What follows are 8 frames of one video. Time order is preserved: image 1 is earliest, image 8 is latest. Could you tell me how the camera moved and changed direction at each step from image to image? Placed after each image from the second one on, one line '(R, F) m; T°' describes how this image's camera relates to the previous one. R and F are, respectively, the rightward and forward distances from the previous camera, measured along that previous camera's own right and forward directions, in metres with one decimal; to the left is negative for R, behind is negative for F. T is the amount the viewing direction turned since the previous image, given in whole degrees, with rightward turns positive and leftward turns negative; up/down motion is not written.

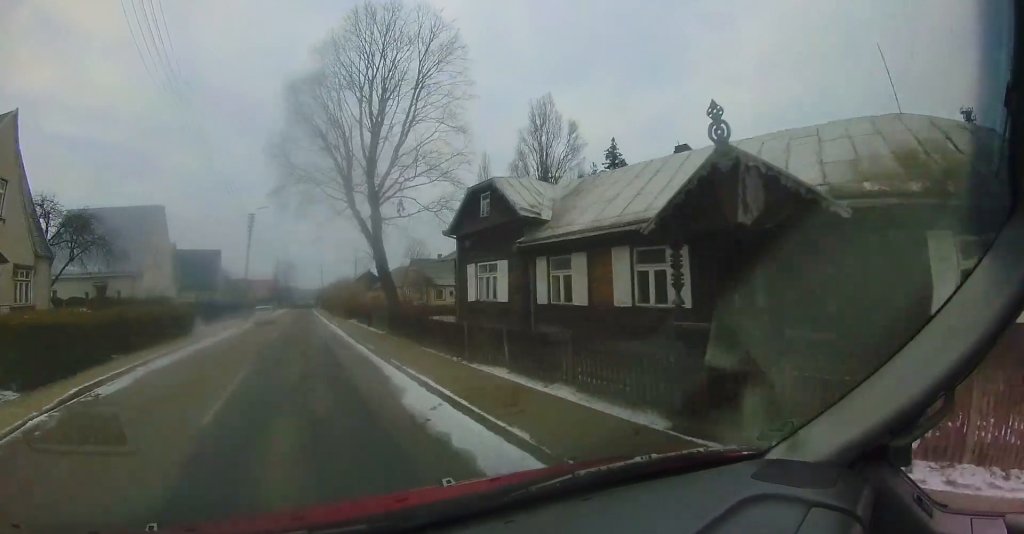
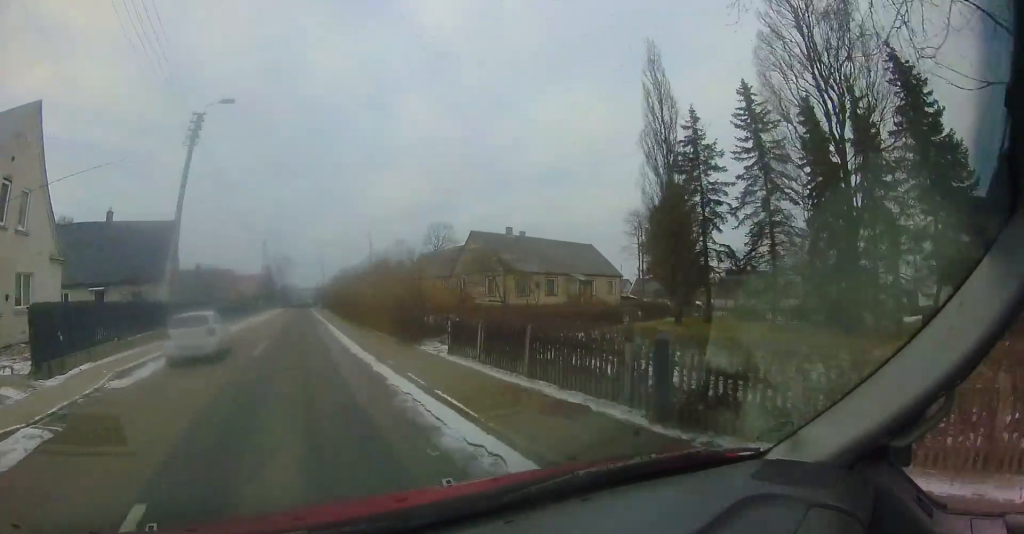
(-0.6, +17.9) m; -1°
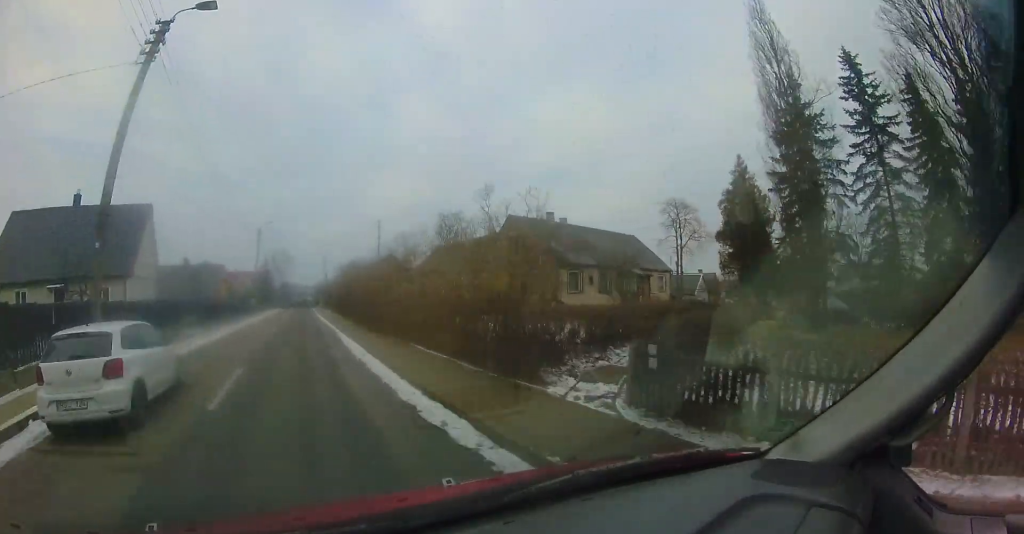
(+0.2, +5.8) m; +1°
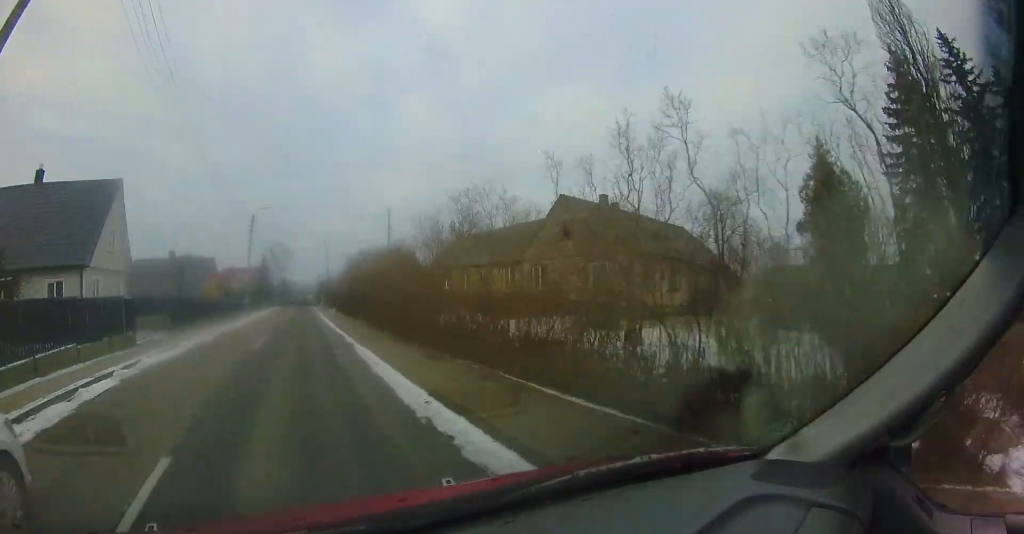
(+0.1, +5.4) m; +1°
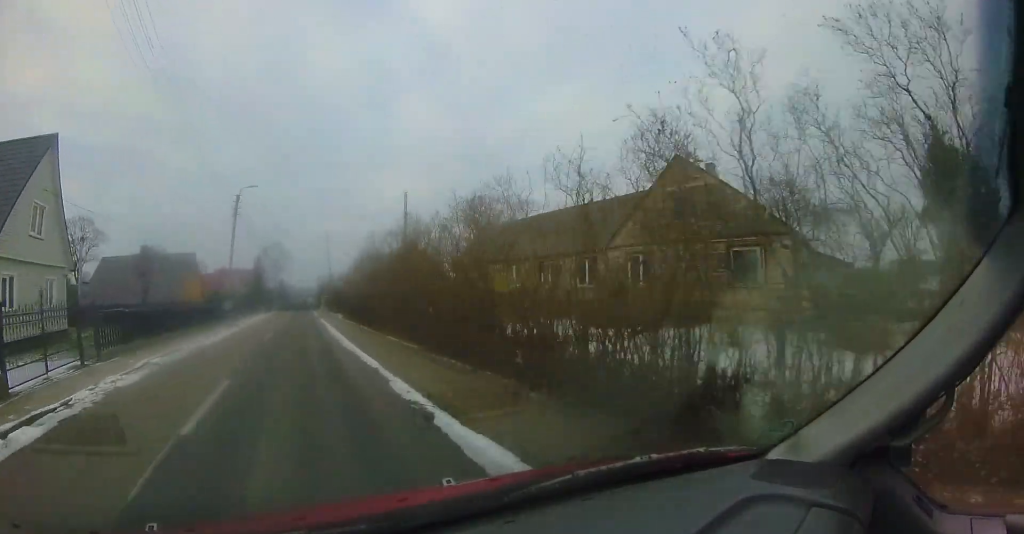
(0.0, +7.4) m; 0°
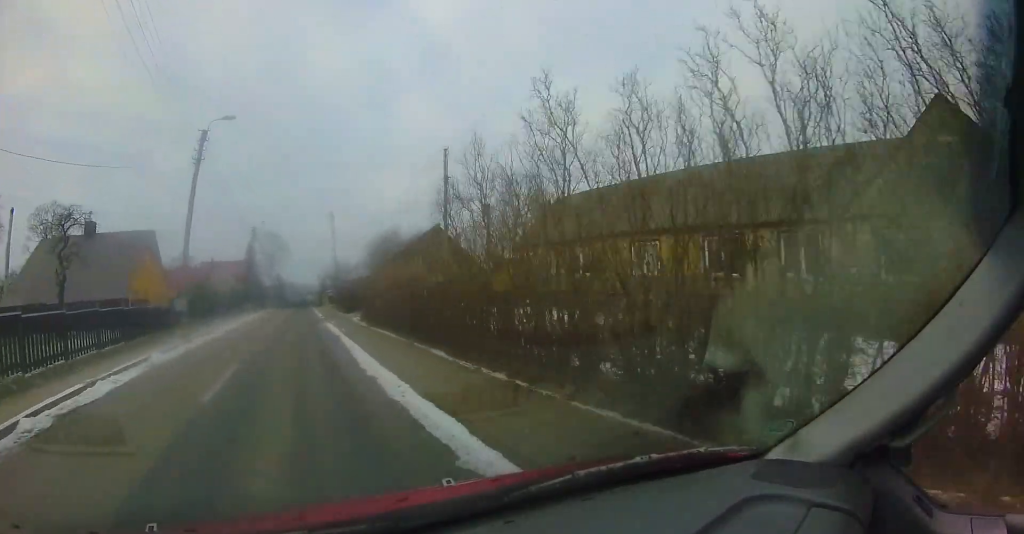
(0.0, +10.0) m; 0°
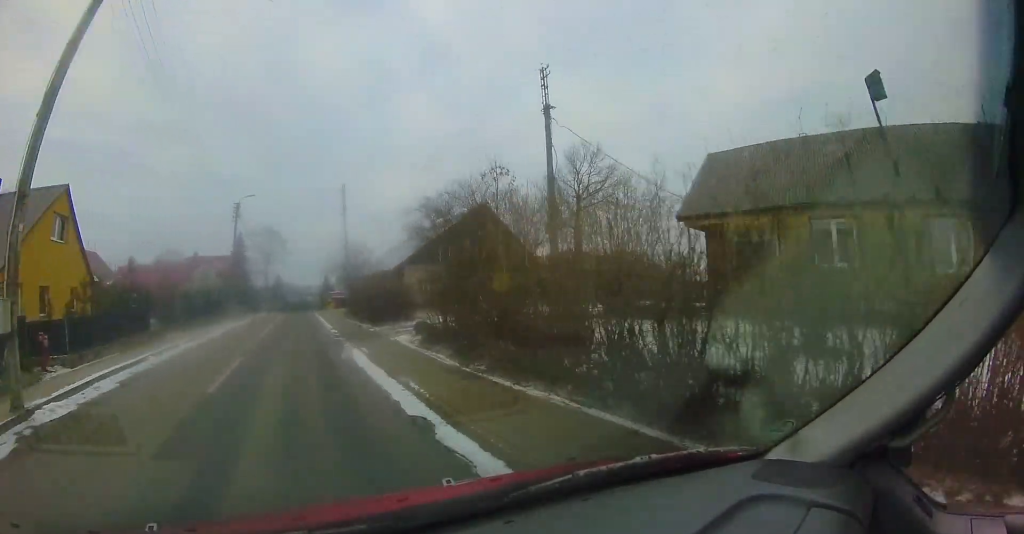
(0.0, +11.0) m; 0°
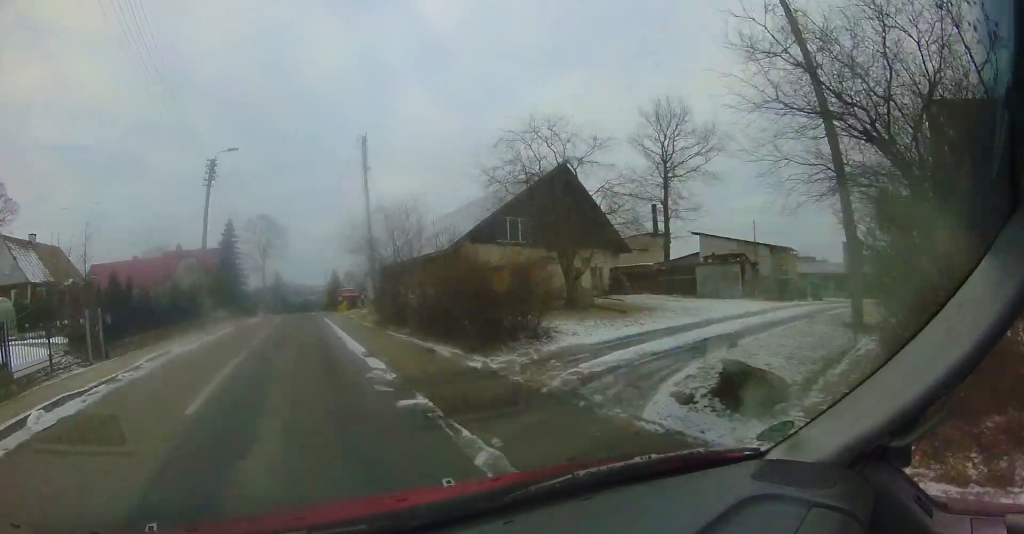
(0.0, +9.8) m; 0°
